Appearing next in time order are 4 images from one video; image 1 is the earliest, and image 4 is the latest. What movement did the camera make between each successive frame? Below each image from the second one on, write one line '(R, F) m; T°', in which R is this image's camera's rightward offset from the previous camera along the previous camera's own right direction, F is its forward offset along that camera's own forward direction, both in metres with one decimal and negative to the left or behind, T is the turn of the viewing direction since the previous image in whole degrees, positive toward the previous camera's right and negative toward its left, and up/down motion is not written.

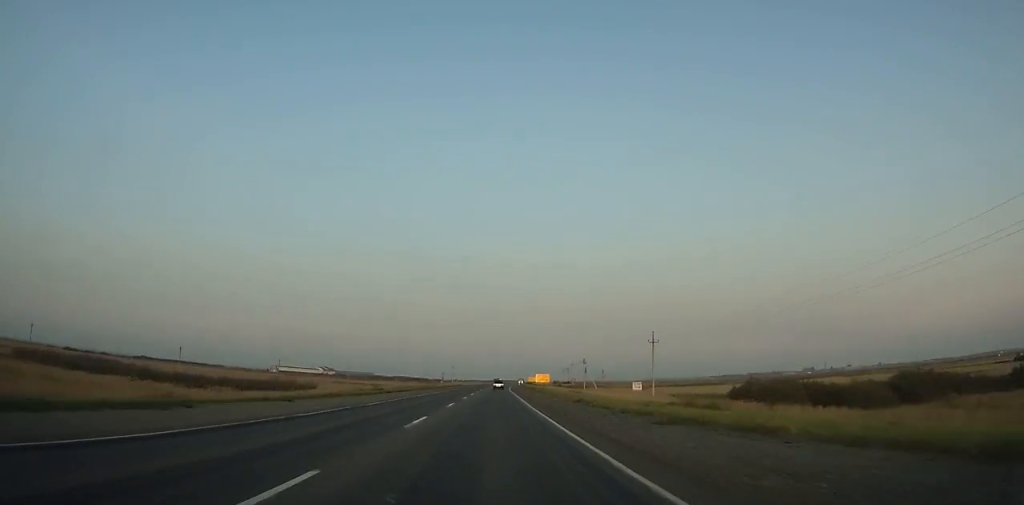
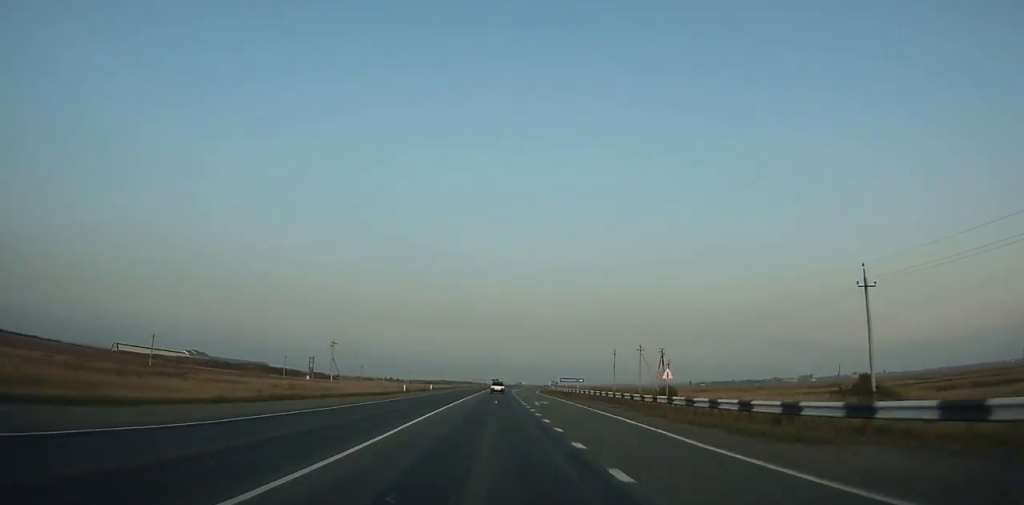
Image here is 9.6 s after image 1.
(+9.0, +245.0) m; +4°
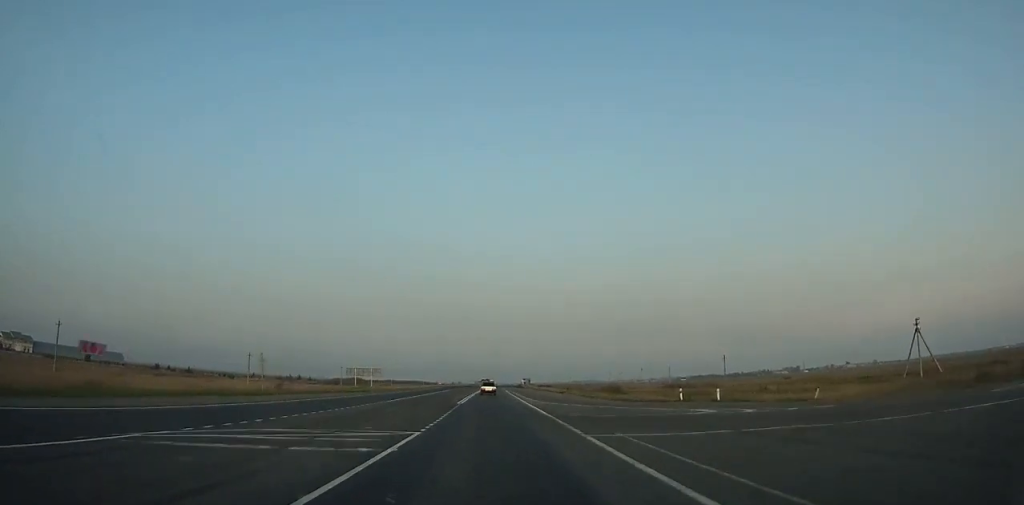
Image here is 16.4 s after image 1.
(+5.2, +166.1) m; +3°
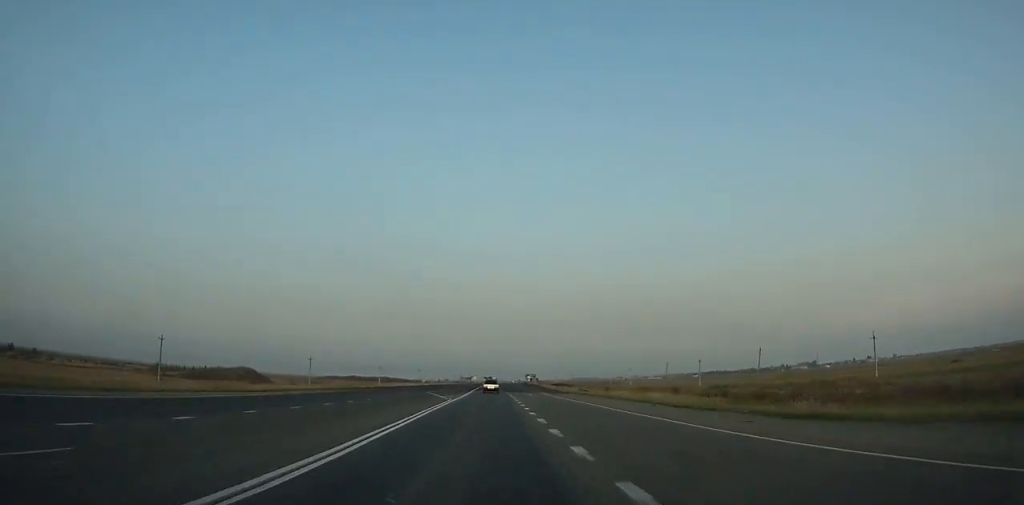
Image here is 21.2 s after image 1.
(+1.3, +114.6) m; +1°
